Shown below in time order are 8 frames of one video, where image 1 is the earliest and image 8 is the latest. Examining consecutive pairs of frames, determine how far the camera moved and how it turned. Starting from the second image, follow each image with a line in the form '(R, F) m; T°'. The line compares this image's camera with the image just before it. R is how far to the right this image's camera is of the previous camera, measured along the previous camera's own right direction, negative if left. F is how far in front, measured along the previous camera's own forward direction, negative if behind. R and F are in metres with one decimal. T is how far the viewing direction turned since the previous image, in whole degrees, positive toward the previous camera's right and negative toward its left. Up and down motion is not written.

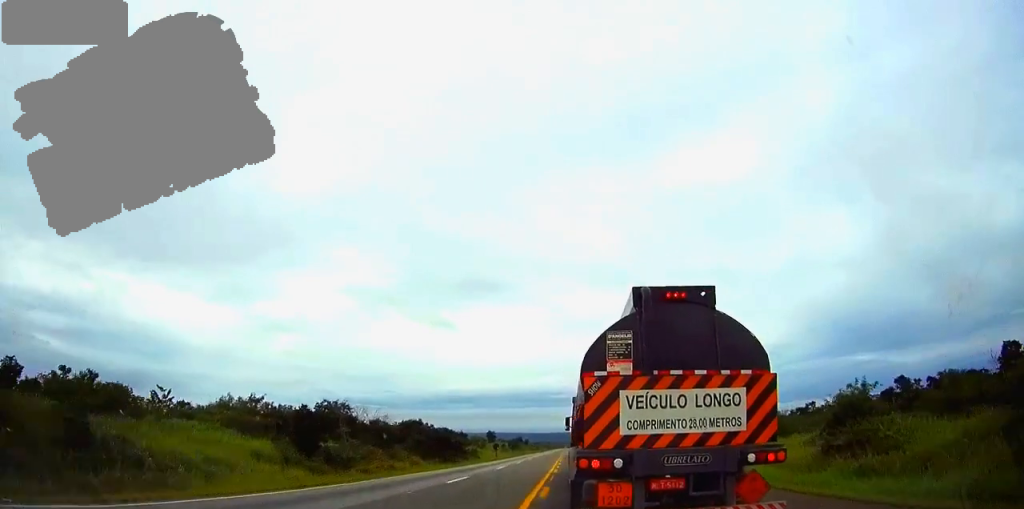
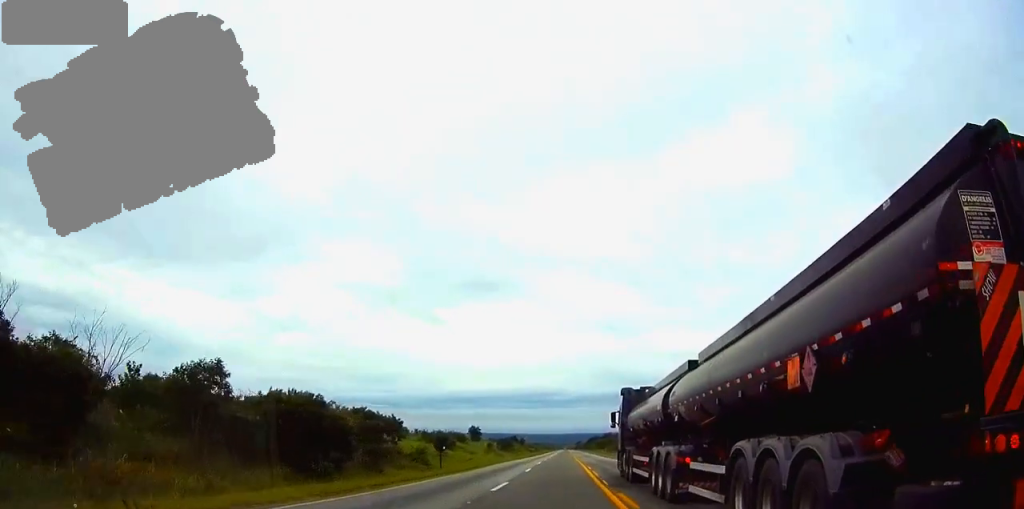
(-0.3, +52.8) m; 0°
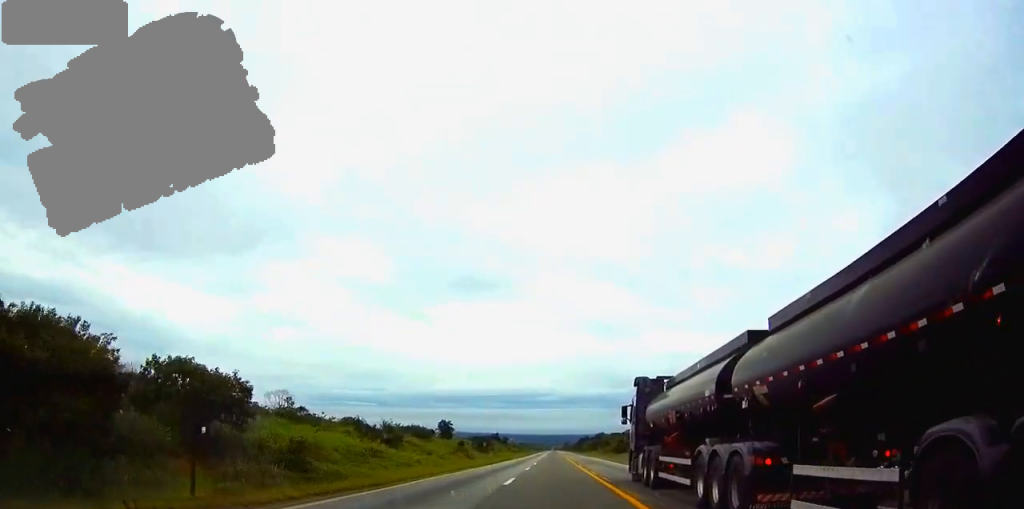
(+0.2, +31.2) m; +1°
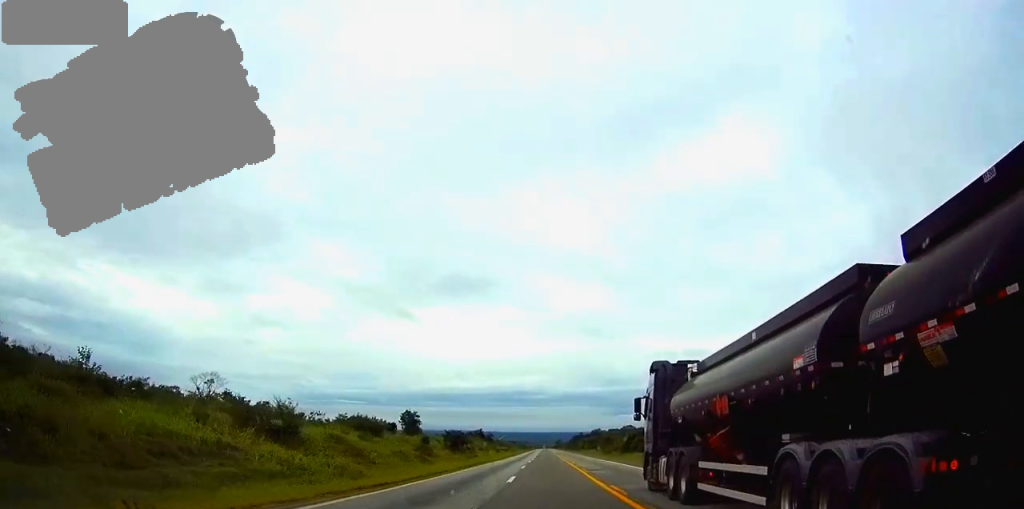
(+0.3, +30.2) m; +1°
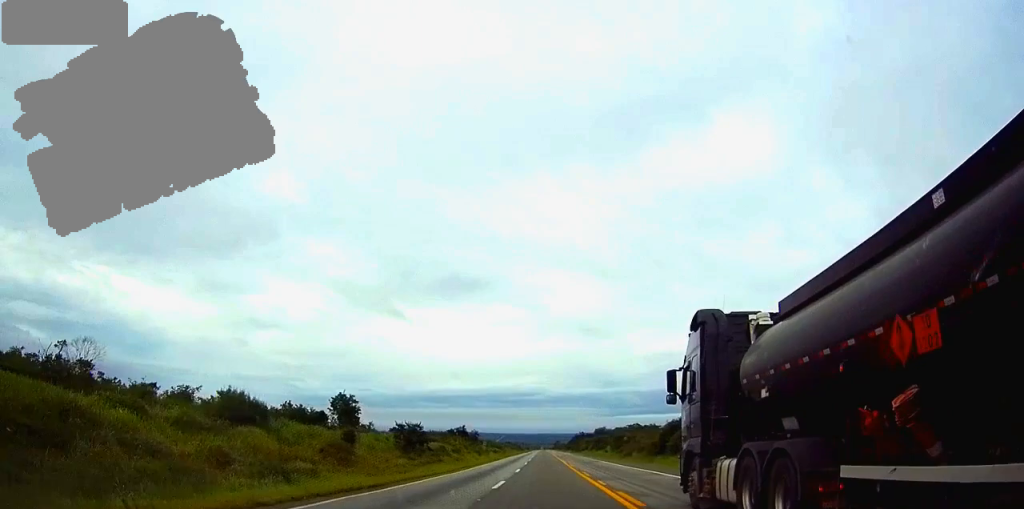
(0.0, +37.4) m; 0°
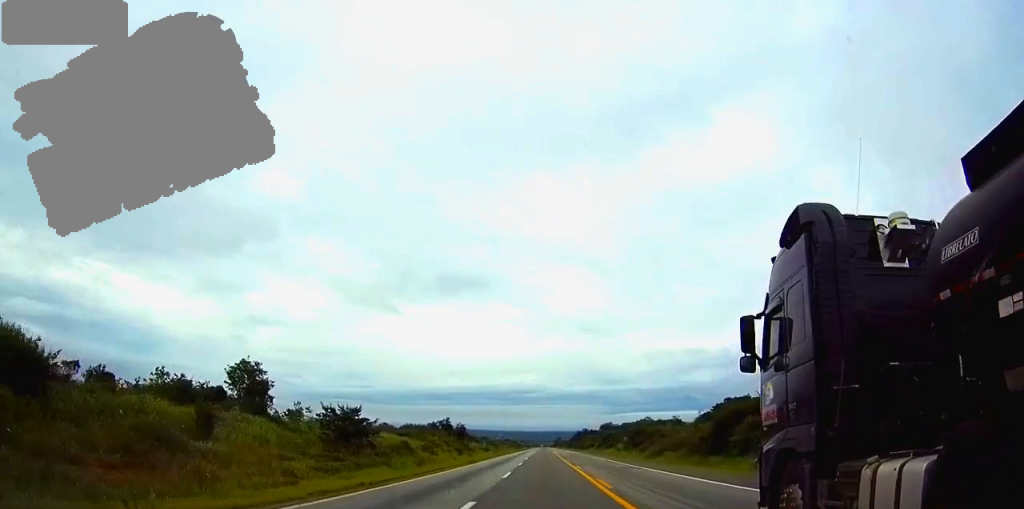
(0.0, +27.2) m; 0°
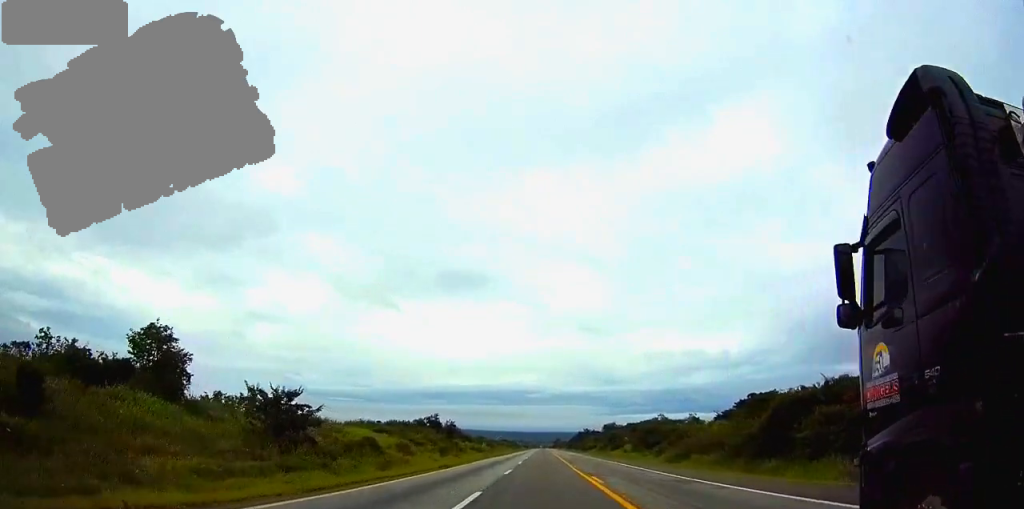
(0.0, +14.3) m; 0°
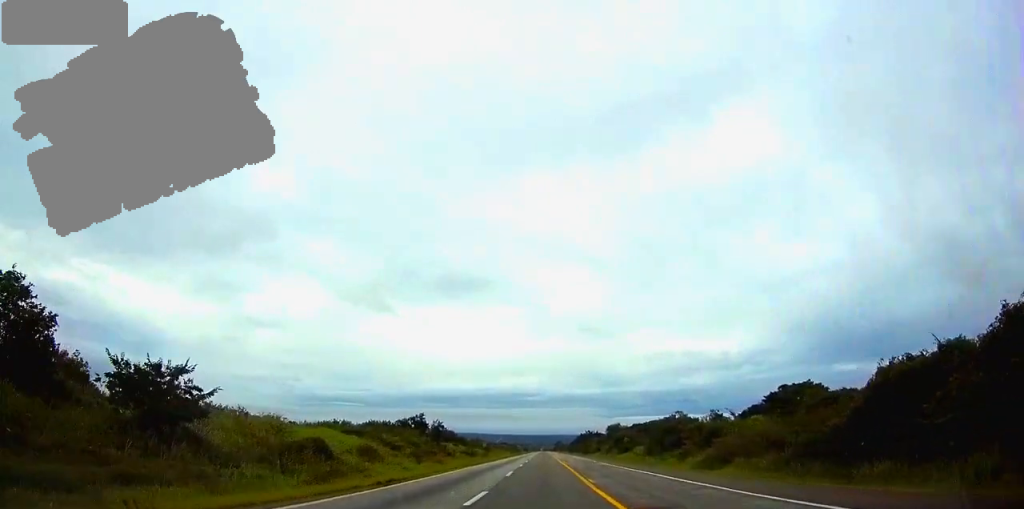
(0.0, +14.4) m; 0°
